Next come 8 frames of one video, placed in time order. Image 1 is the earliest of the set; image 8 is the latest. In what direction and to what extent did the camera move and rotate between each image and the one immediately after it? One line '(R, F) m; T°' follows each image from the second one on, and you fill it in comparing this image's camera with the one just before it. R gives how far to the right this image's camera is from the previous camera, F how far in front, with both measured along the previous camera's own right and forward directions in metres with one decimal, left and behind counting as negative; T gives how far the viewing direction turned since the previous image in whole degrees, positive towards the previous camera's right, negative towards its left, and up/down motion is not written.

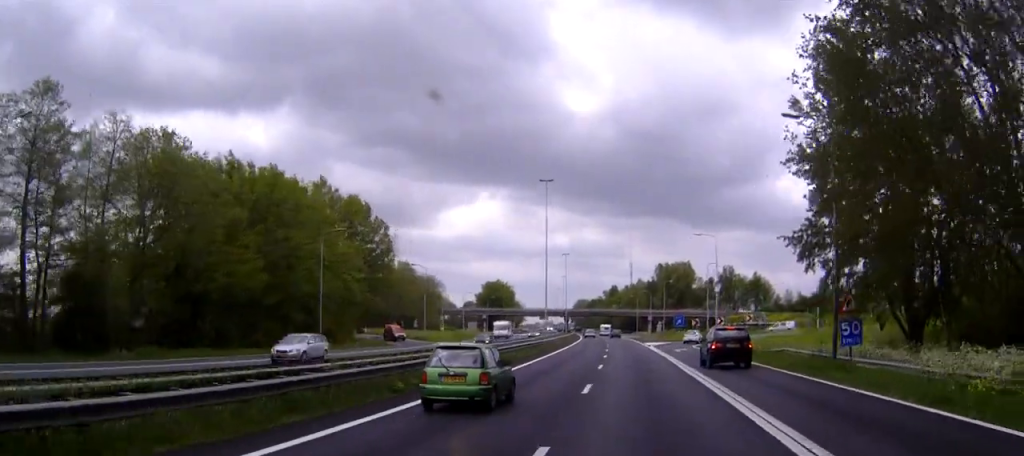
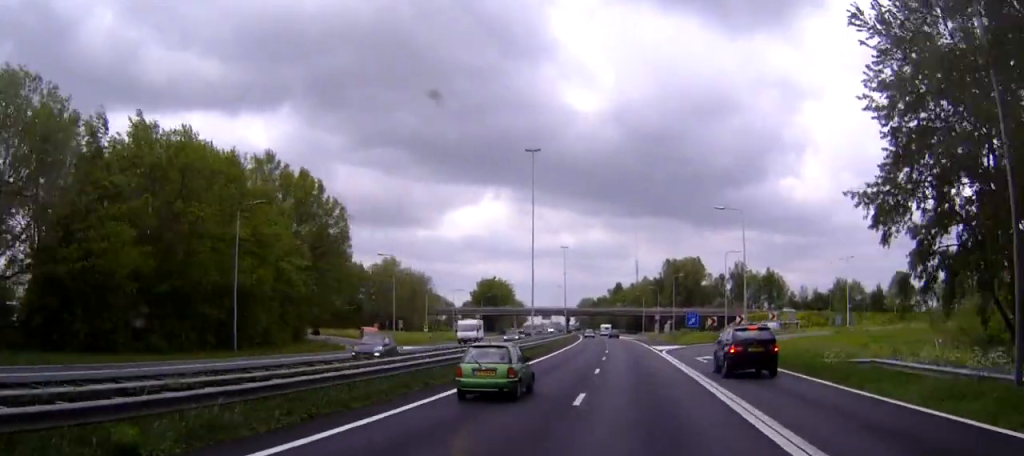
(-0.1, +14.6) m; 0°
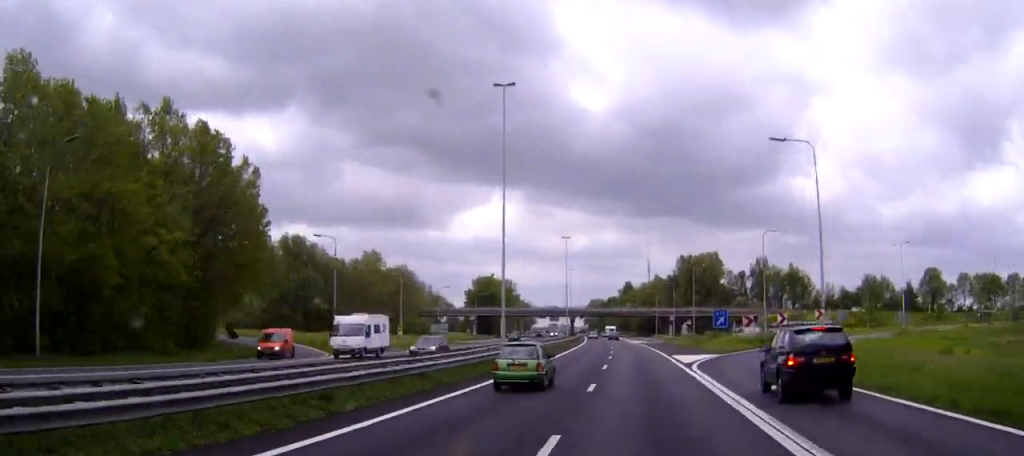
(0.0, +19.6) m; 0°
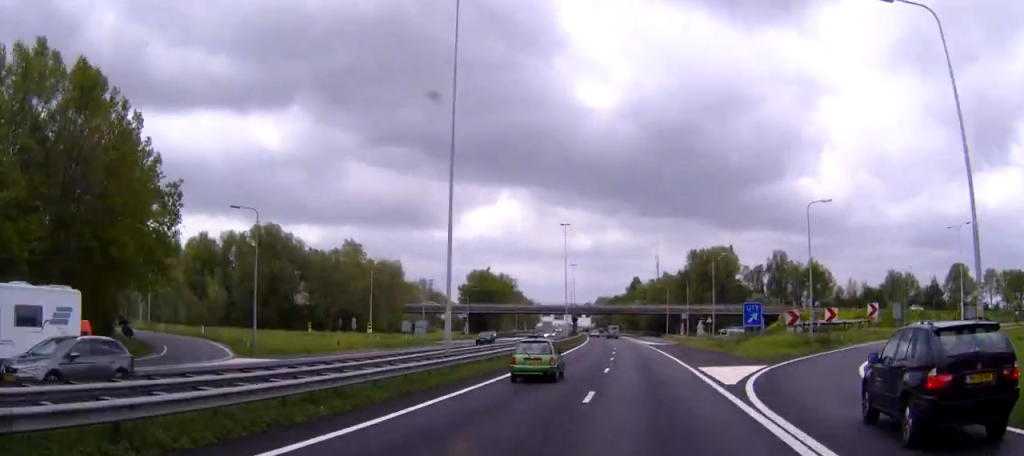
(0.0, +15.6) m; -1°
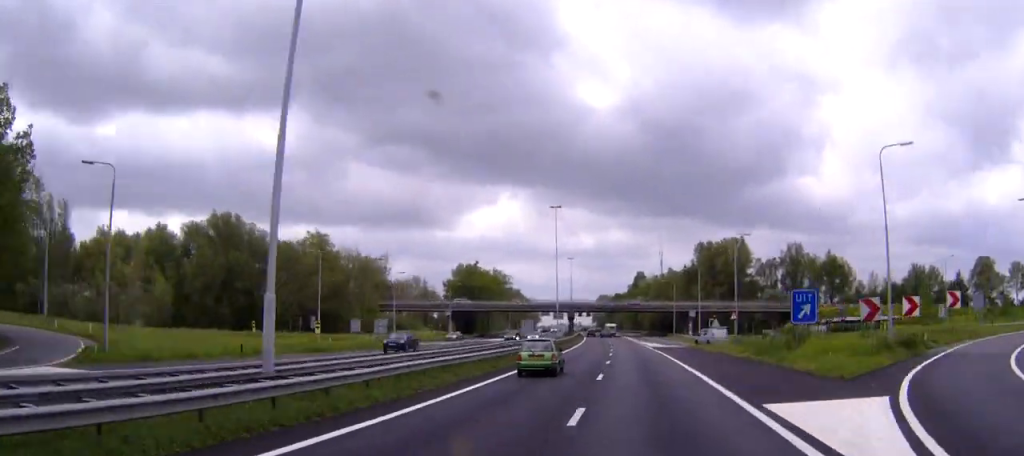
(-0.1, +16.4) m; -1°
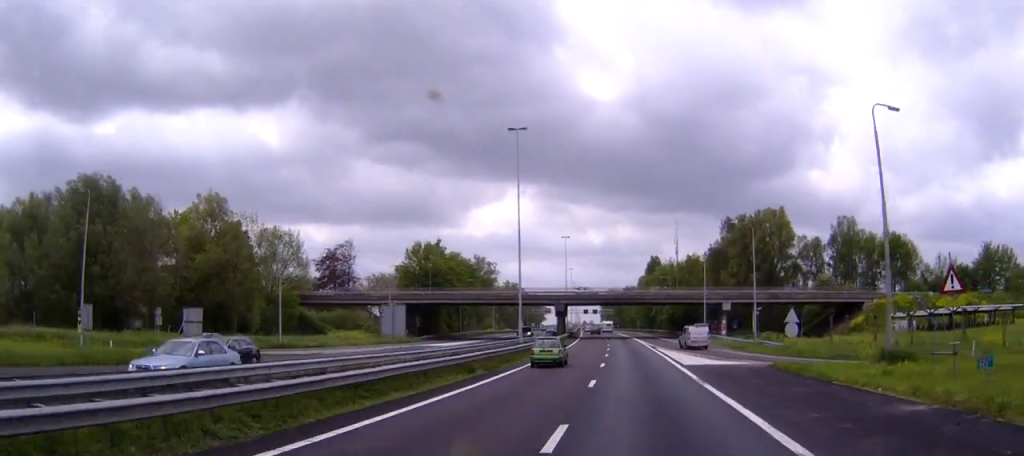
(-0.6, +38.4) m; -1°
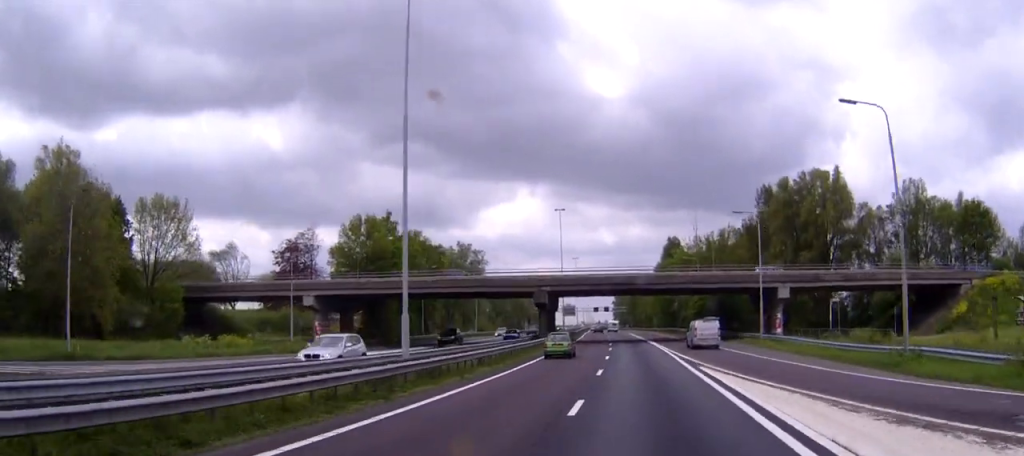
(-0.2, +31.5) m; -1°
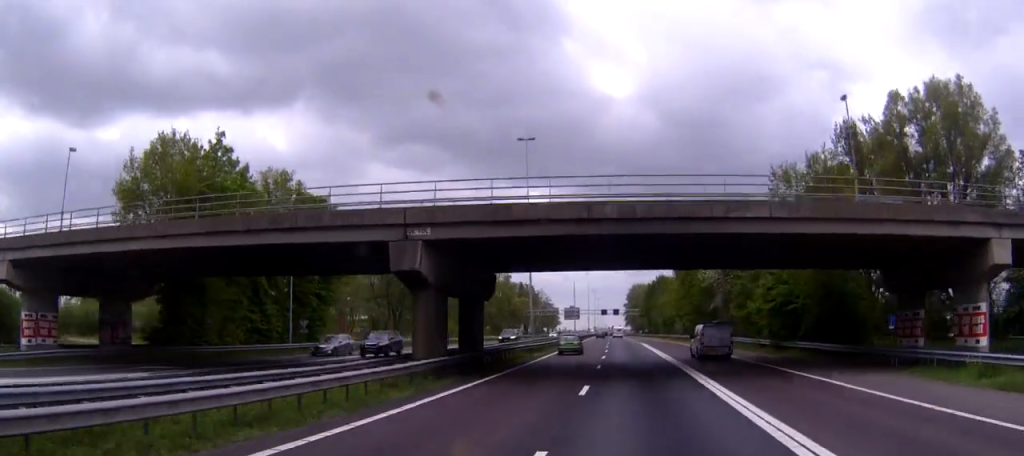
(-0.3, +43.1) m; 0°
